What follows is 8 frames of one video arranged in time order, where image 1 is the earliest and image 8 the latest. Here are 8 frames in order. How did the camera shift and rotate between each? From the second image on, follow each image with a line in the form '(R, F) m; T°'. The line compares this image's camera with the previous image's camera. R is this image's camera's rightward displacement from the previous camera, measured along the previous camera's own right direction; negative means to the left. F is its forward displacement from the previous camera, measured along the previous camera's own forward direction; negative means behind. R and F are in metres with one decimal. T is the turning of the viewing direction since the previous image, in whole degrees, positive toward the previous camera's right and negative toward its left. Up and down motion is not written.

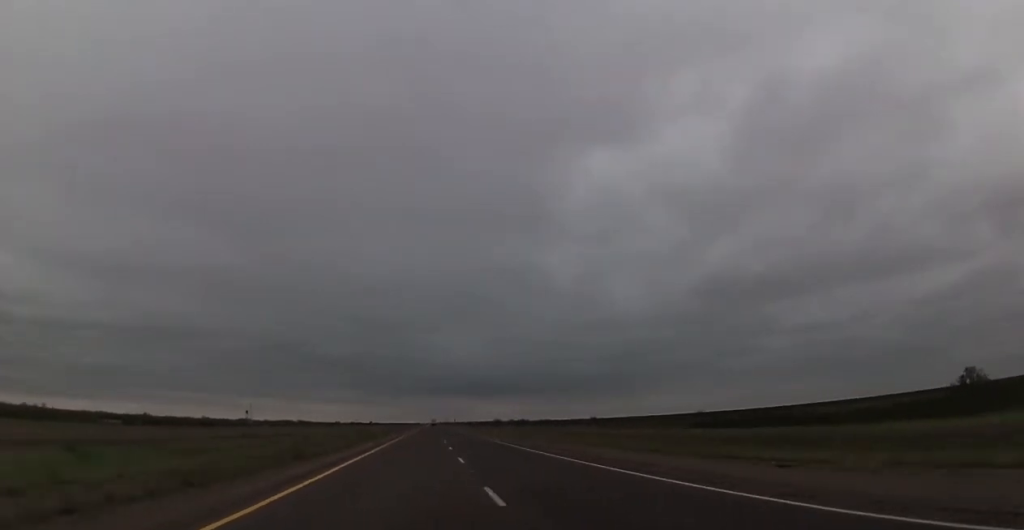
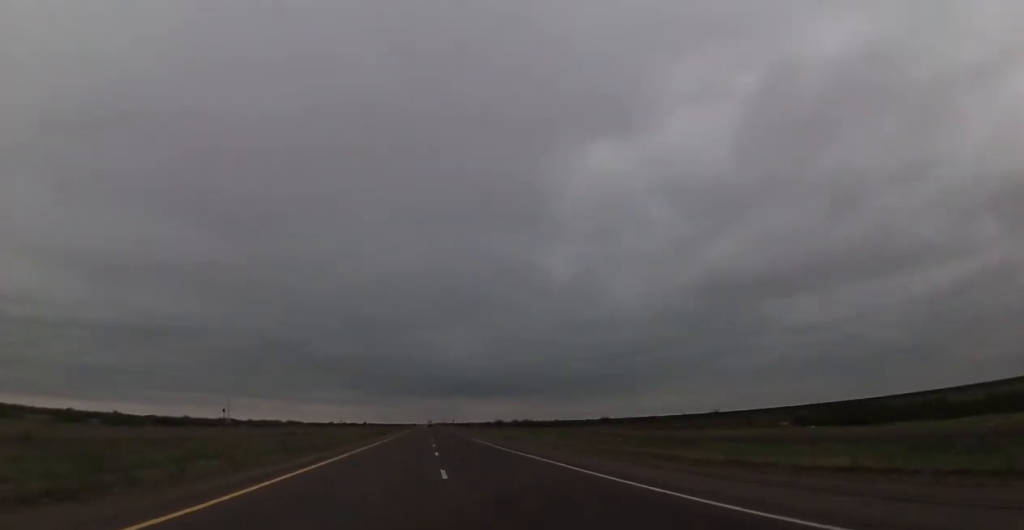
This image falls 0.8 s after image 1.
(+0.1, +30.5) m; 0°
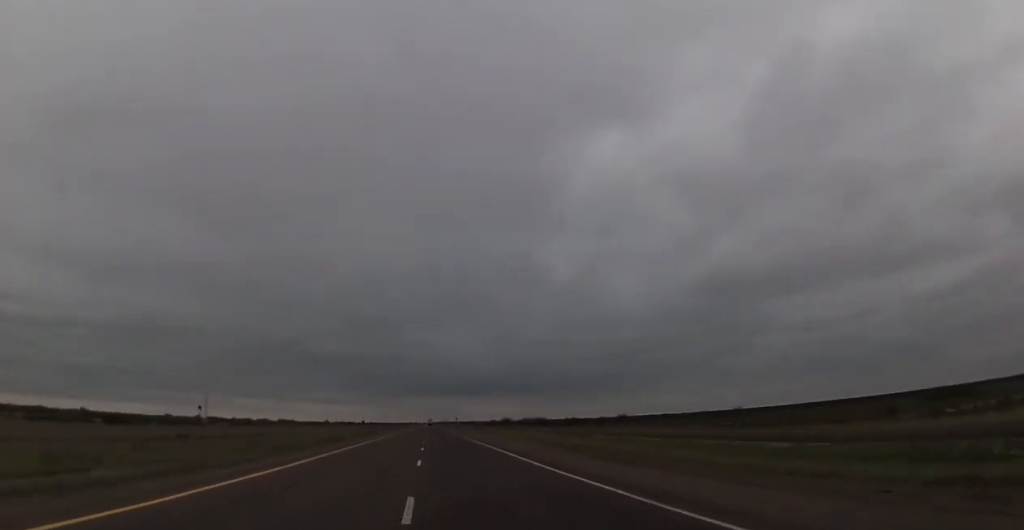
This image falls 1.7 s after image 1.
(+0.2, +31.7) m; 0°
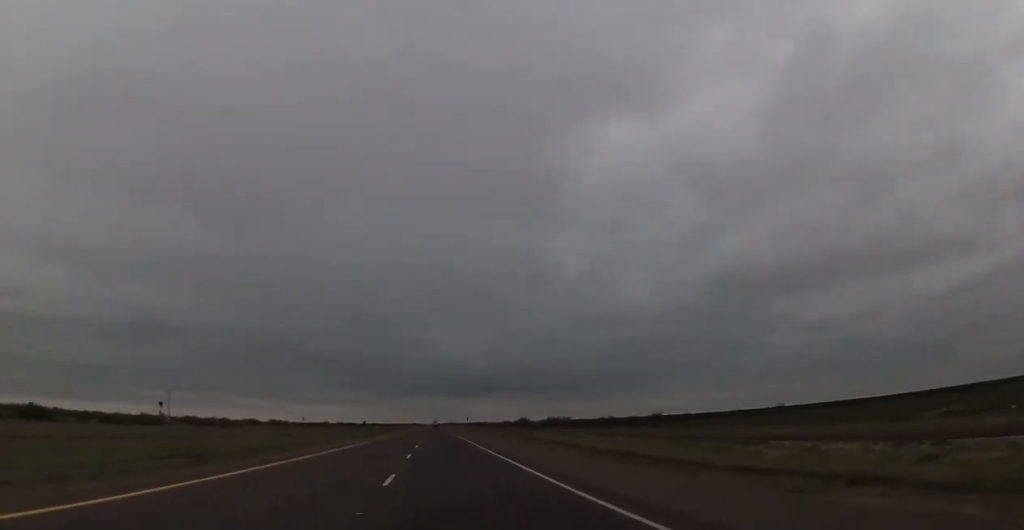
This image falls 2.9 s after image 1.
(-0.2, +42.7) m; 0°
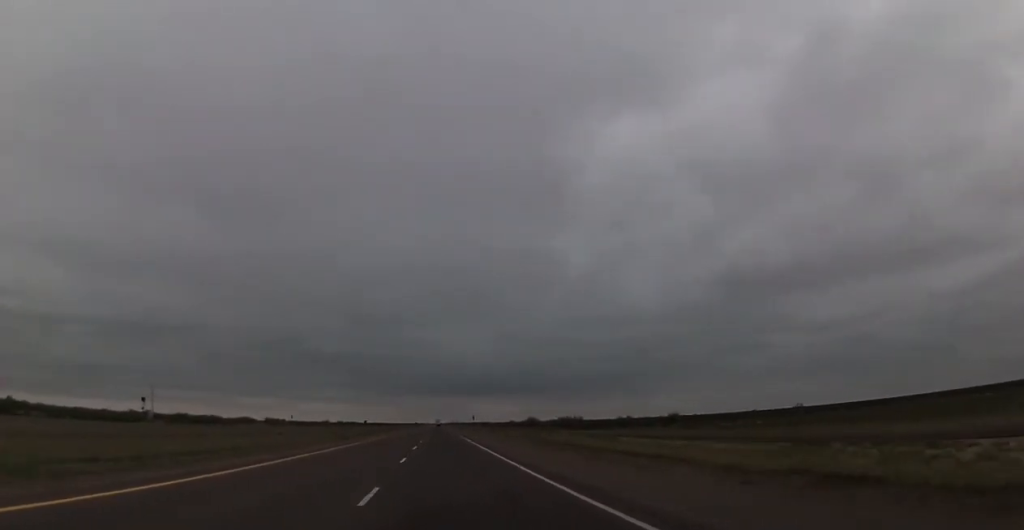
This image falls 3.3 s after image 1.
(+0.3, +15.9) m; 0°
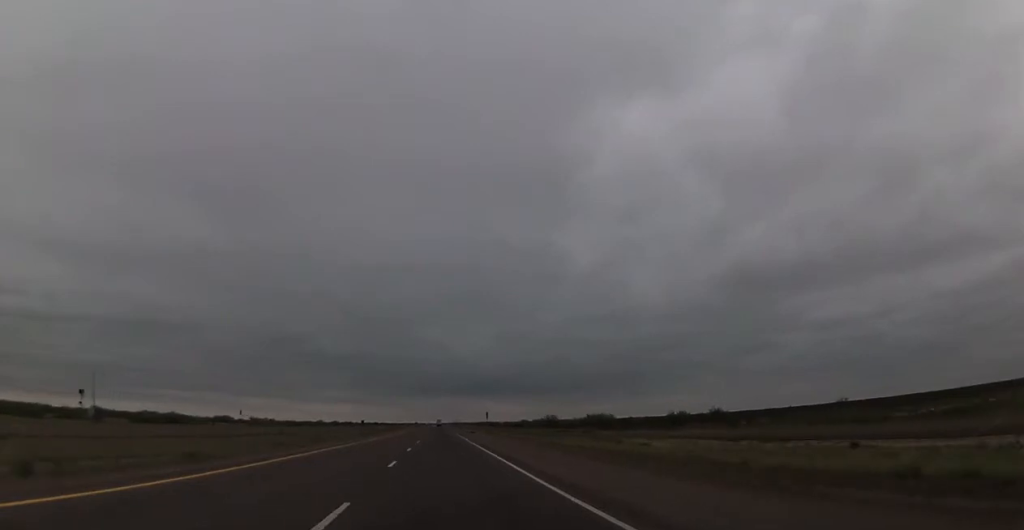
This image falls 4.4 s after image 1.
(-0.6, +39.1) m; -1°
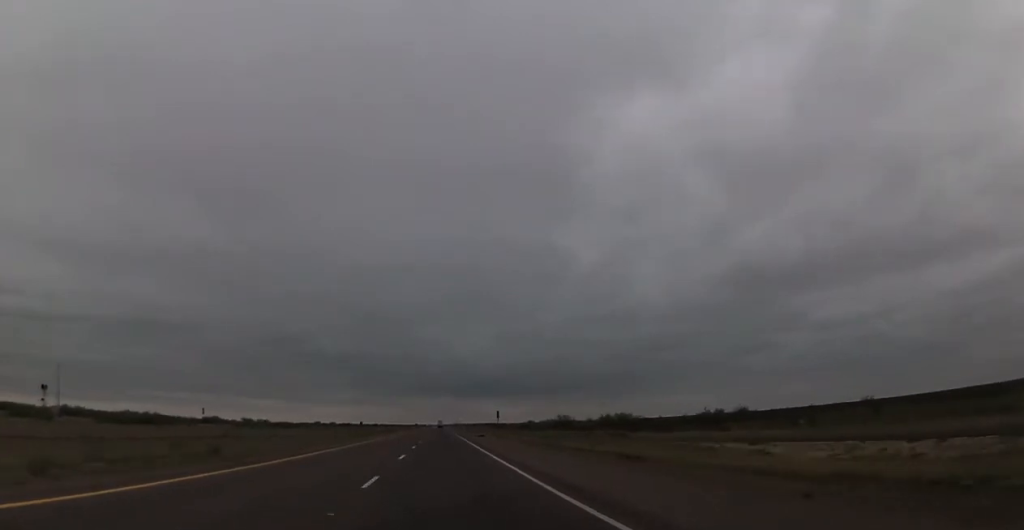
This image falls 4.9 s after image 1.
(+0.1, +18.4) m; 0°
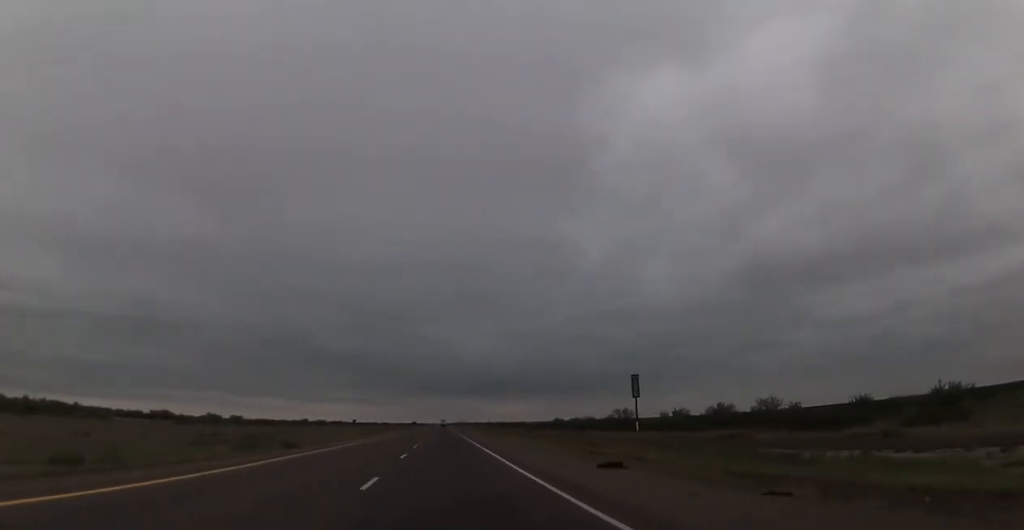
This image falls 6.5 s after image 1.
(-0.1, +61.1) m; 0°
